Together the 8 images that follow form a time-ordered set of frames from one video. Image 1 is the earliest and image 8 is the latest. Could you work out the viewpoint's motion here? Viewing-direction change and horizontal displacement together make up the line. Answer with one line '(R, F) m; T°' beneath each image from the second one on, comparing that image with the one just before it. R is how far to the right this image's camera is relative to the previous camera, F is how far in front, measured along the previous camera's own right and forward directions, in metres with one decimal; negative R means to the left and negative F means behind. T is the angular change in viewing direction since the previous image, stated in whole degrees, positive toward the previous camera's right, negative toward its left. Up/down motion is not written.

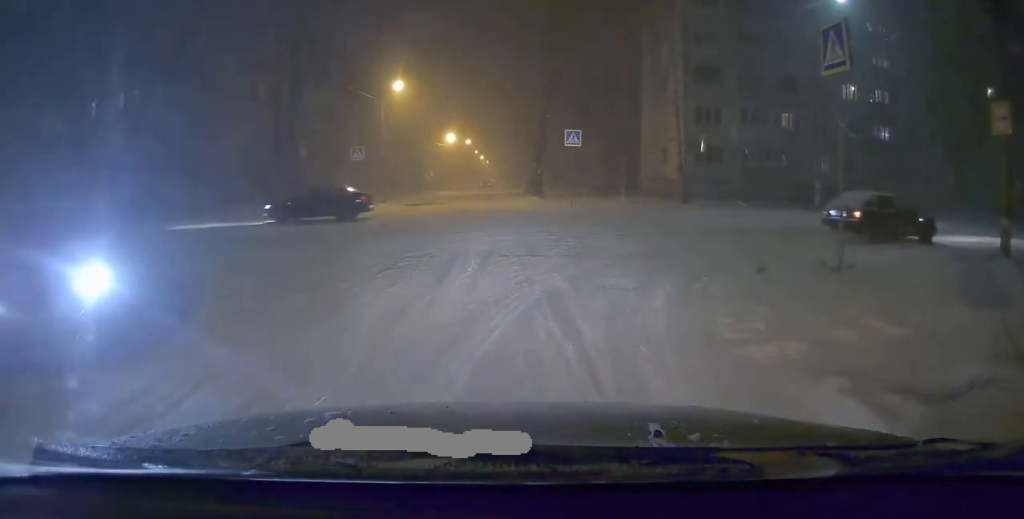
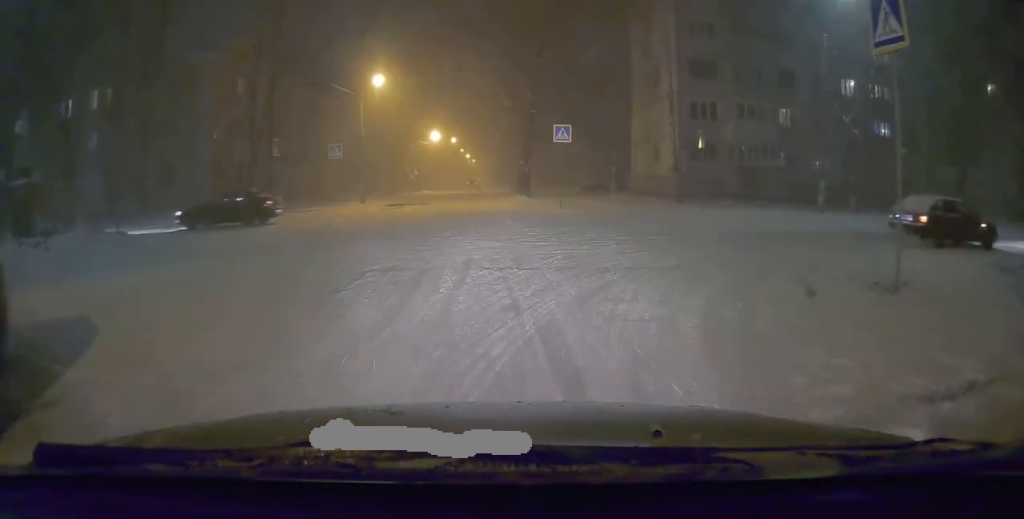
(0.0, +1.8) m; +3°
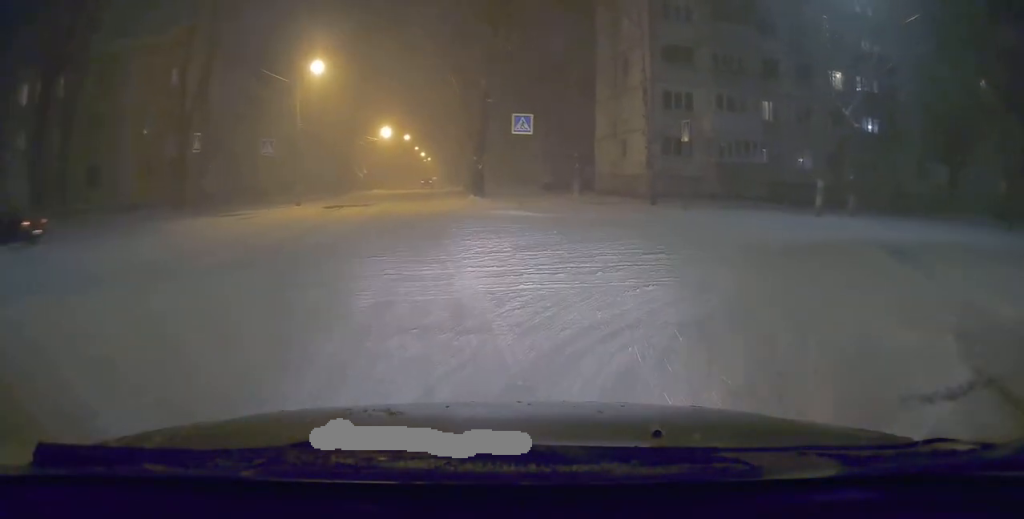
(+0.1, +3.8) m; +8°
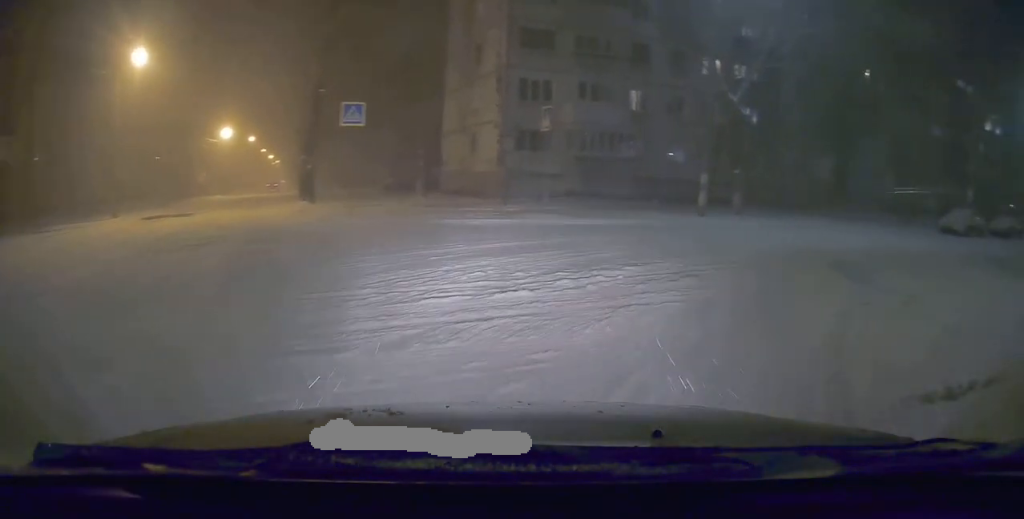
(+0.5, +3.7) m; +9°
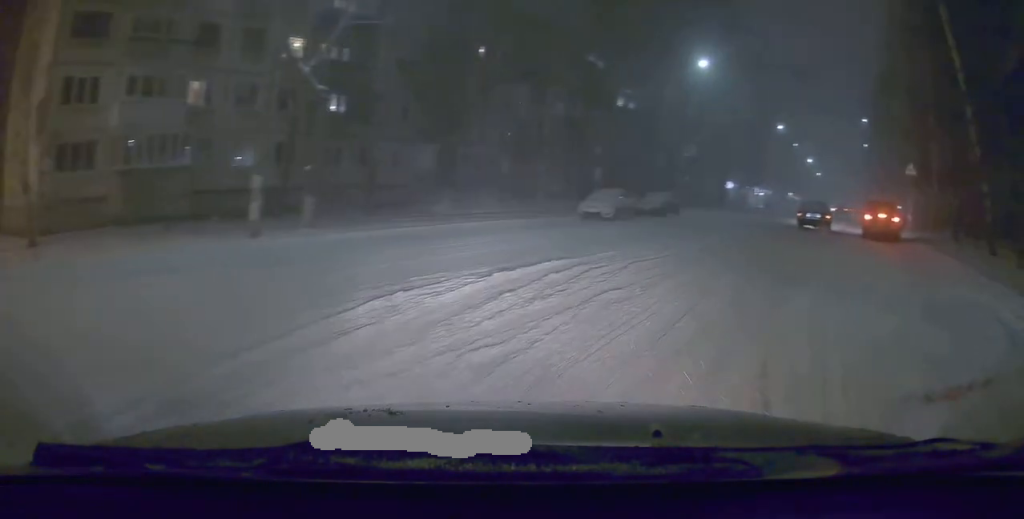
(+1.5, +6.3) m; +30°
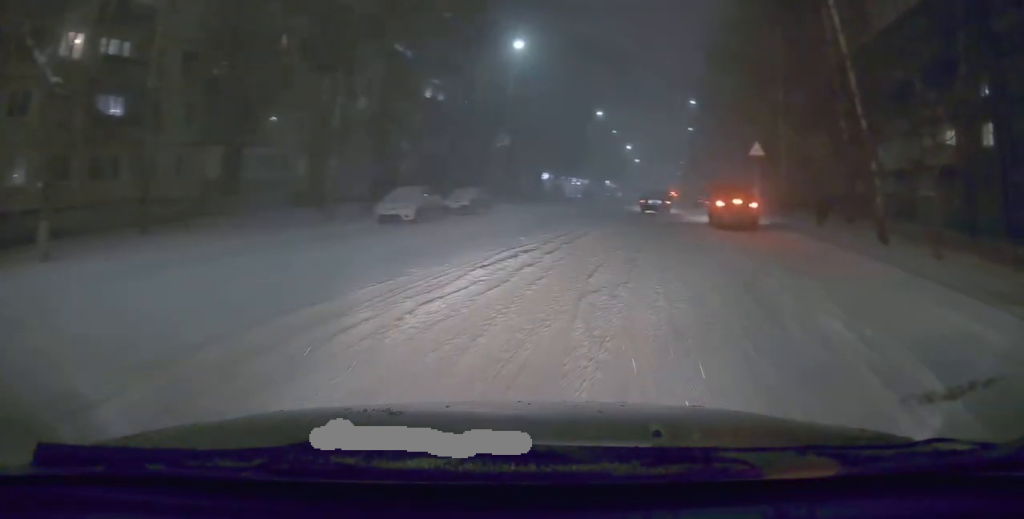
(+0.5, +4.0) m; +15°
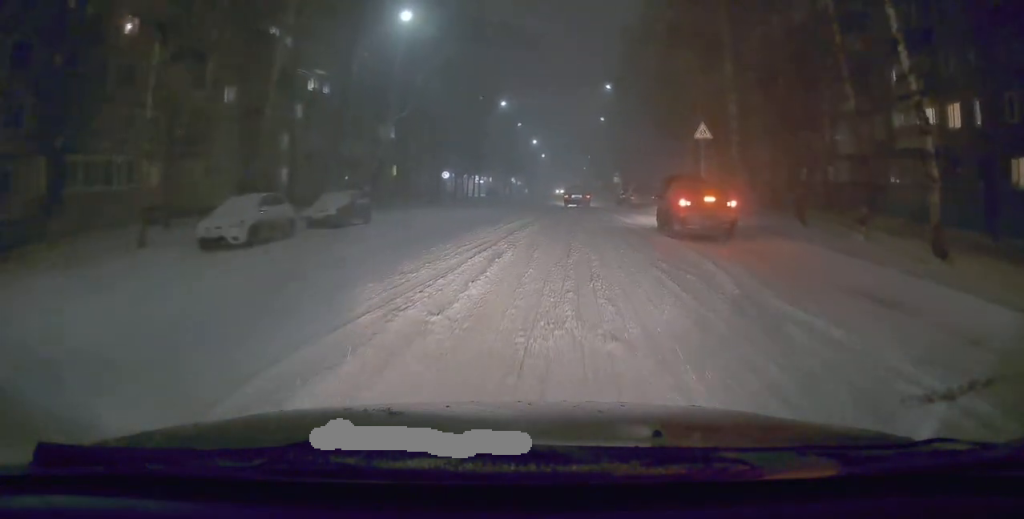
(+1.1, +6.6) m; +14°
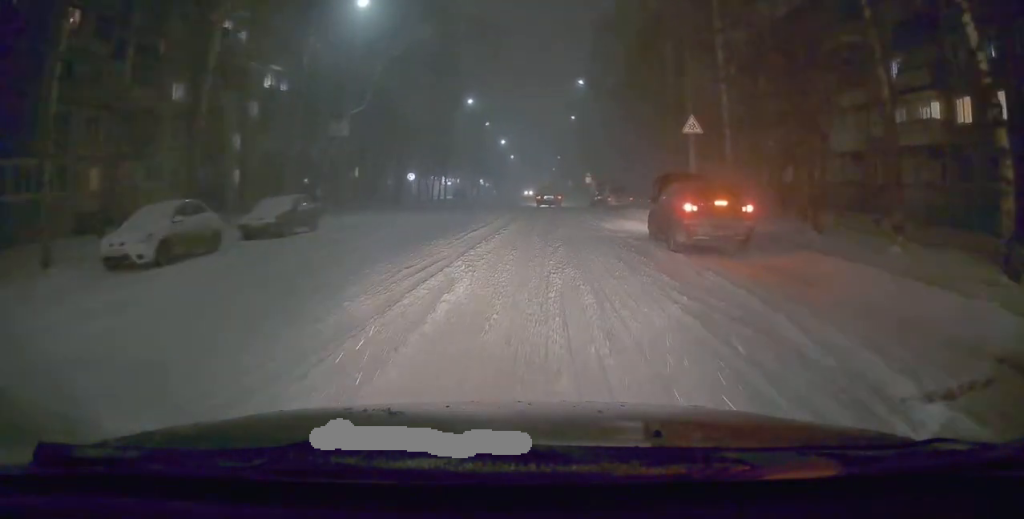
(0.0, +3.0) m; +2°
